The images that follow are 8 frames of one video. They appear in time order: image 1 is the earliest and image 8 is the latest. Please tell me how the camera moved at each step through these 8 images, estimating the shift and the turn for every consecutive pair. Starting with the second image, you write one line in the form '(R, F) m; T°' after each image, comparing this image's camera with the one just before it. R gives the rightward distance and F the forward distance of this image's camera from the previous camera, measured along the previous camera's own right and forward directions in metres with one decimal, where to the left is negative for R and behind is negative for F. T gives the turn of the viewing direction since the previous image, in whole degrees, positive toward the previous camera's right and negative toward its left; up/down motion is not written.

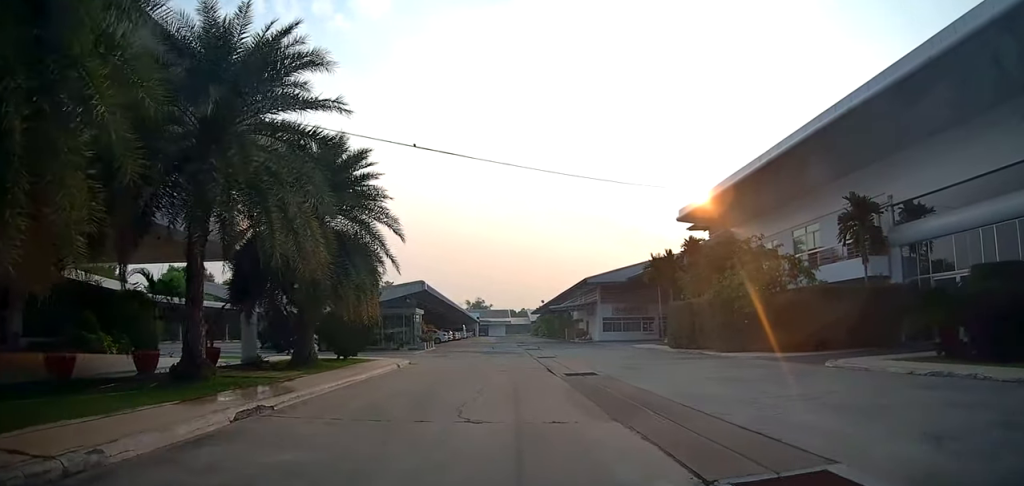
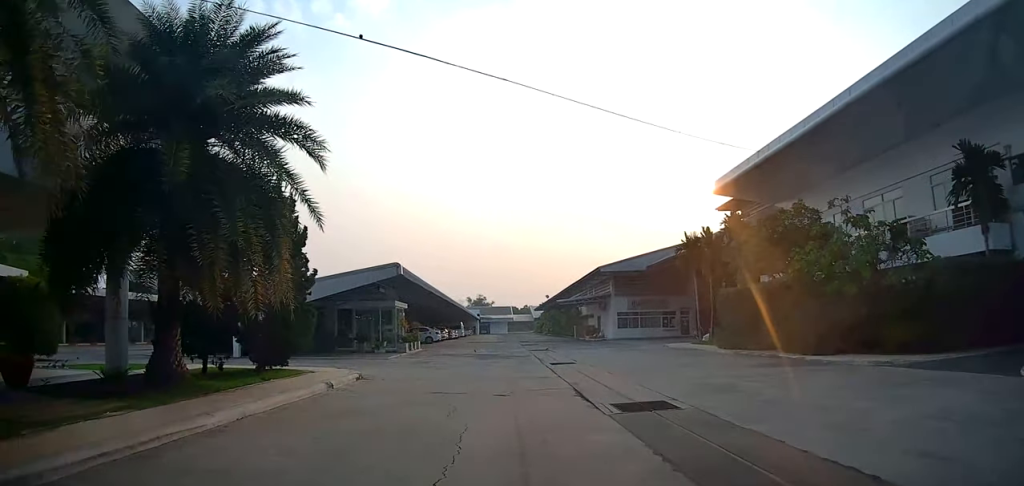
(-0.1, +7.4) m; +1°
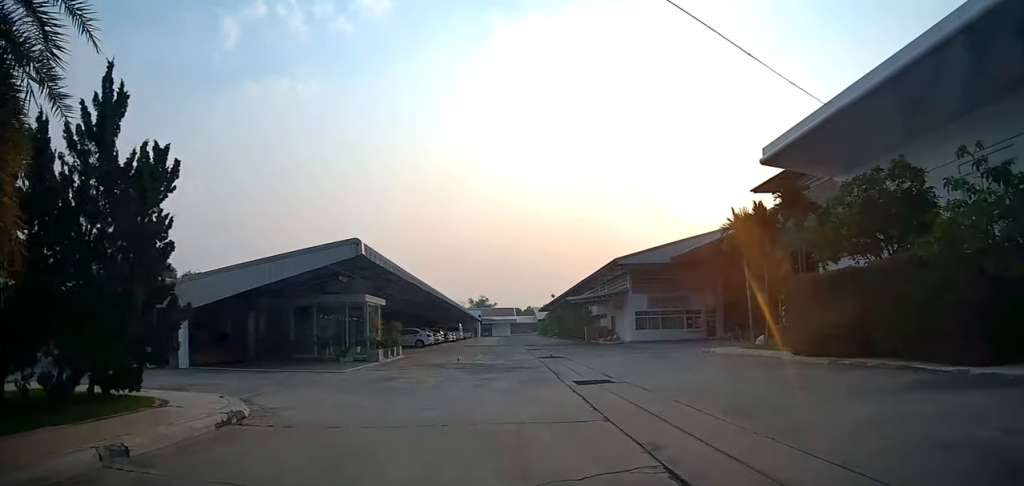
(+0.3, +7.2) m; +2°
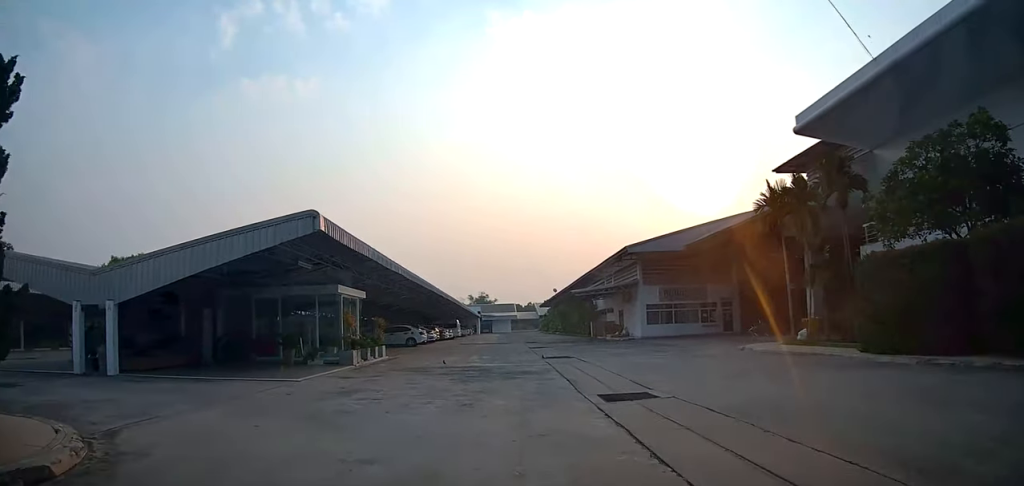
(0.0, +4.2) m; 0°
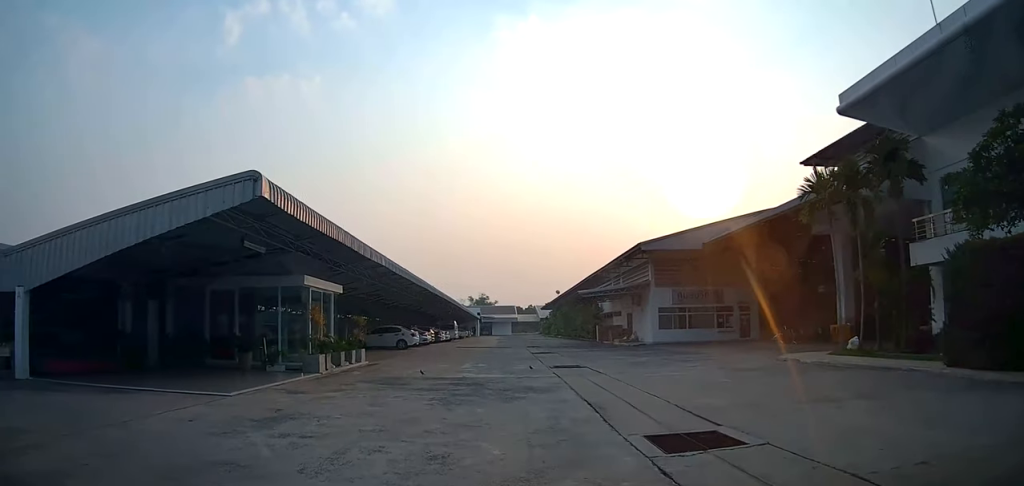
(0.0, +3.6) m; -2°
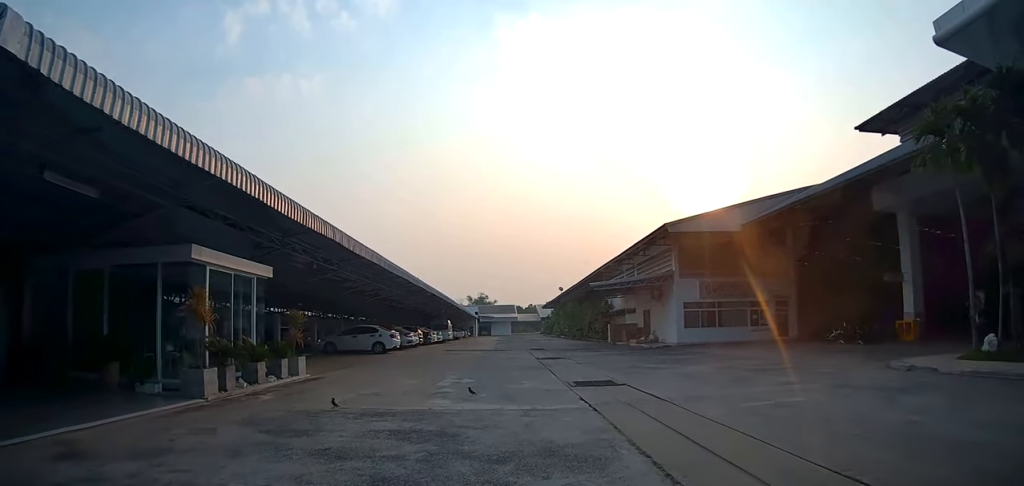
(-0.2, +6.2) m; 0°
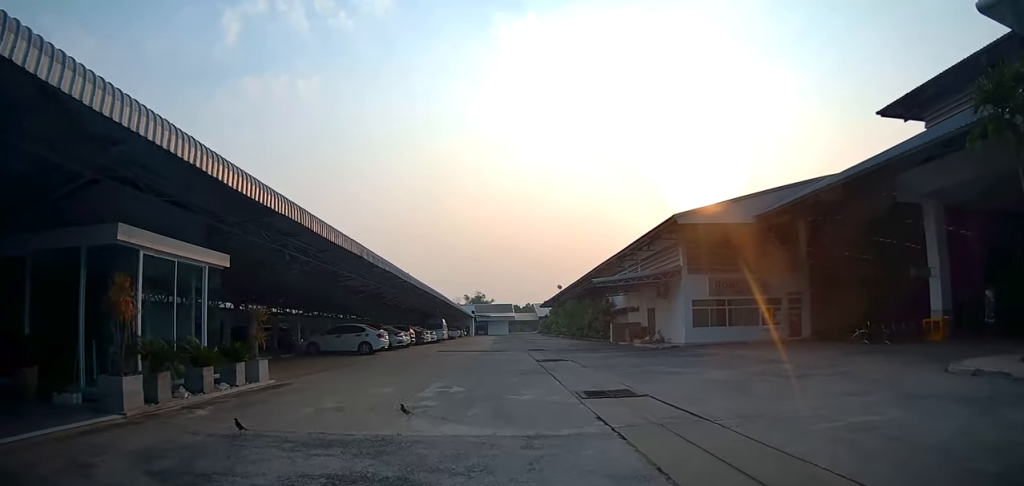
(+0.1, +2.1) m; +1°
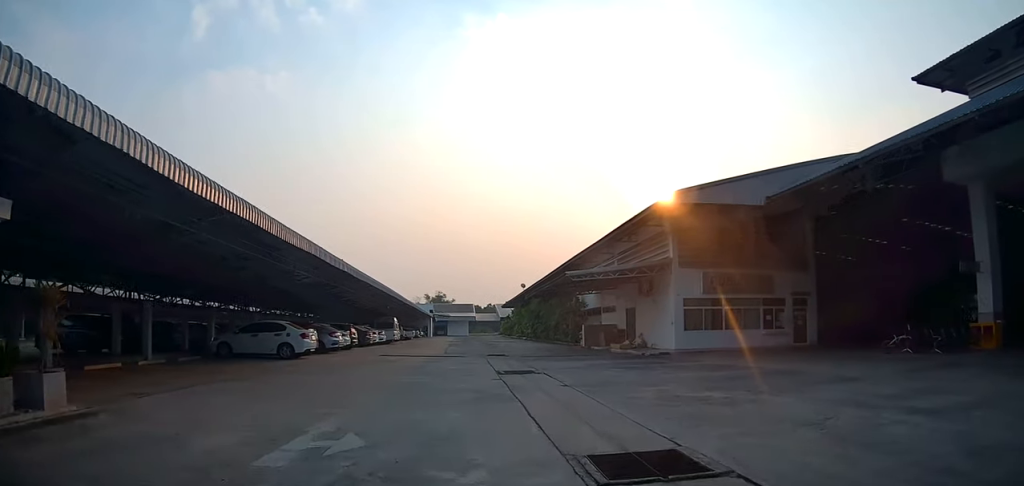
(+0.1, +5.5) m; +3°
